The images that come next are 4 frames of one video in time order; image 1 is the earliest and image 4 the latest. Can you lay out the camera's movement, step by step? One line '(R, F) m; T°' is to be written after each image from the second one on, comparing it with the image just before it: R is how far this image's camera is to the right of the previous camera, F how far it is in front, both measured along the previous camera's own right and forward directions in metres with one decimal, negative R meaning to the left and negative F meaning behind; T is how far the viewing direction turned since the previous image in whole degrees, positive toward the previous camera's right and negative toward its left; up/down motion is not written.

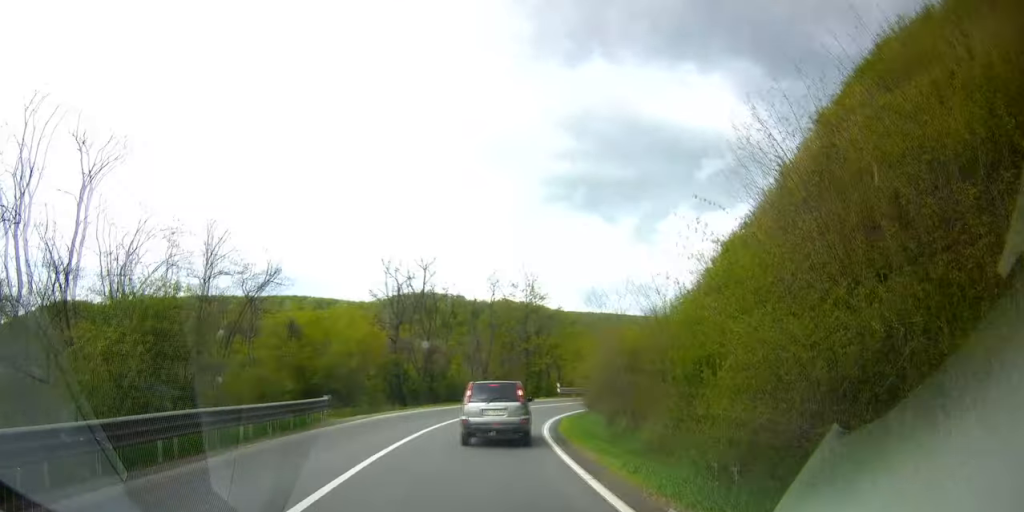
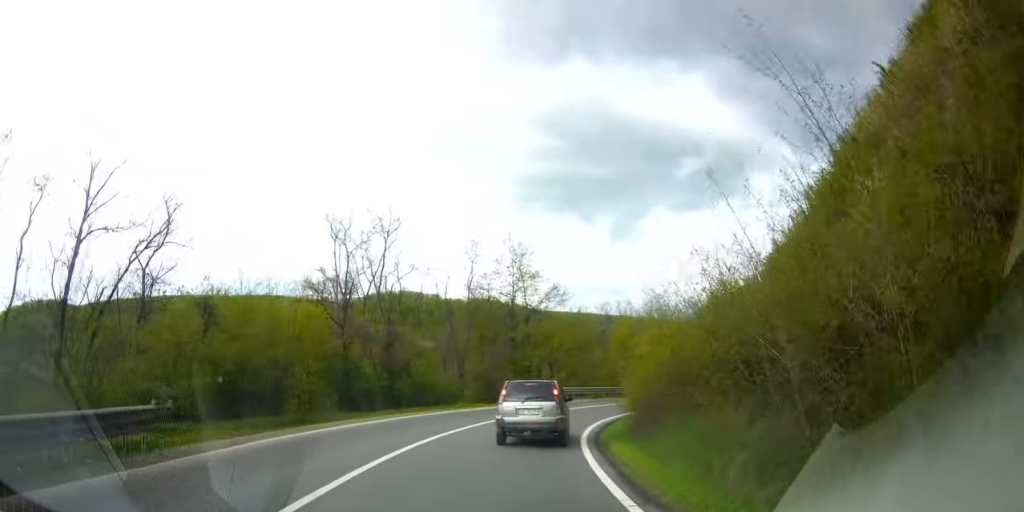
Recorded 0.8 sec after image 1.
(-1.0, +13.2) m; -5°
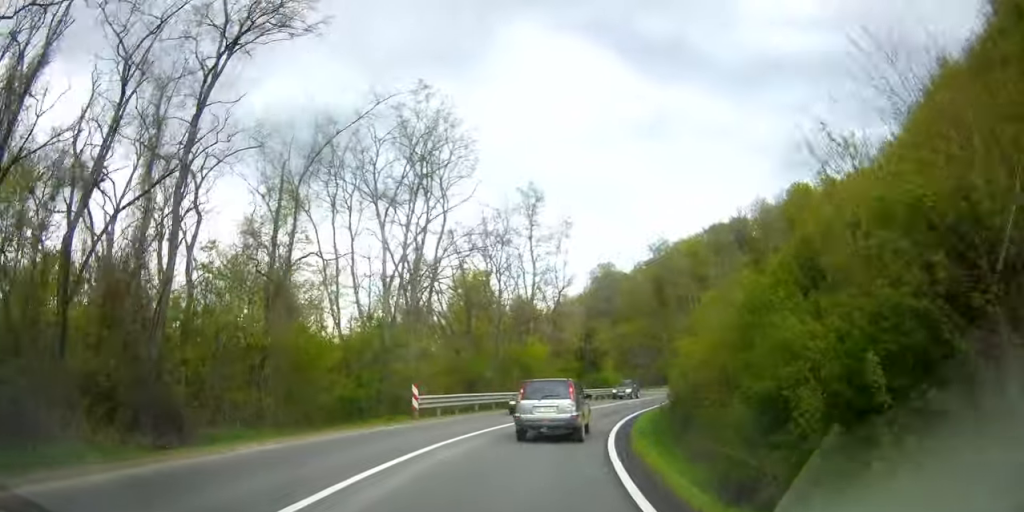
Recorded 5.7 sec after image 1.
(+7.6, +74.5) m; +36°
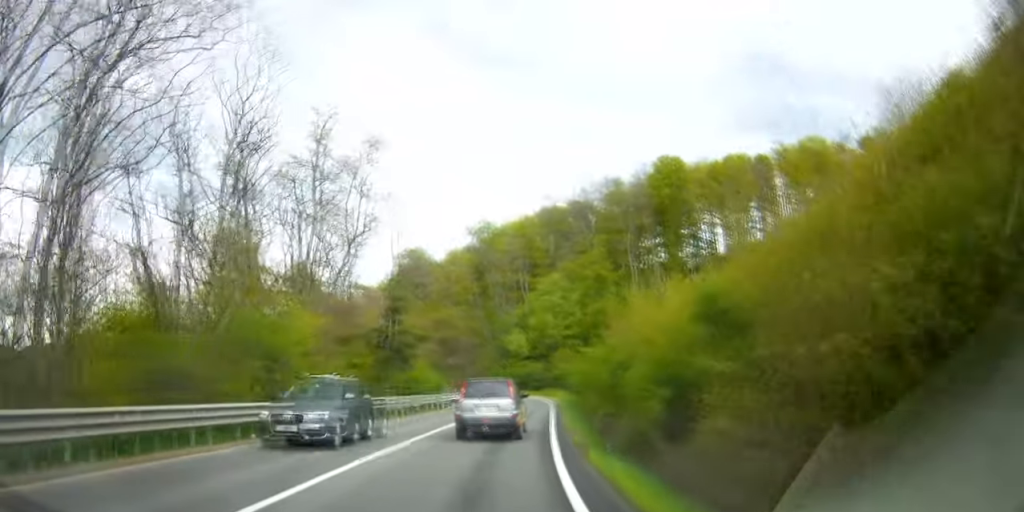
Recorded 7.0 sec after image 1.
(+3.5, +18.8) m; +23°
